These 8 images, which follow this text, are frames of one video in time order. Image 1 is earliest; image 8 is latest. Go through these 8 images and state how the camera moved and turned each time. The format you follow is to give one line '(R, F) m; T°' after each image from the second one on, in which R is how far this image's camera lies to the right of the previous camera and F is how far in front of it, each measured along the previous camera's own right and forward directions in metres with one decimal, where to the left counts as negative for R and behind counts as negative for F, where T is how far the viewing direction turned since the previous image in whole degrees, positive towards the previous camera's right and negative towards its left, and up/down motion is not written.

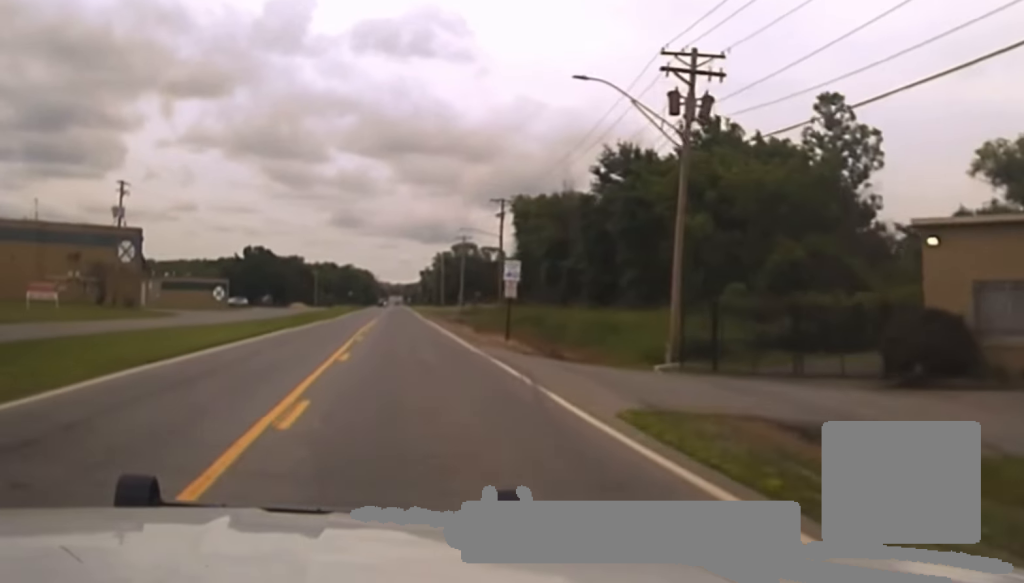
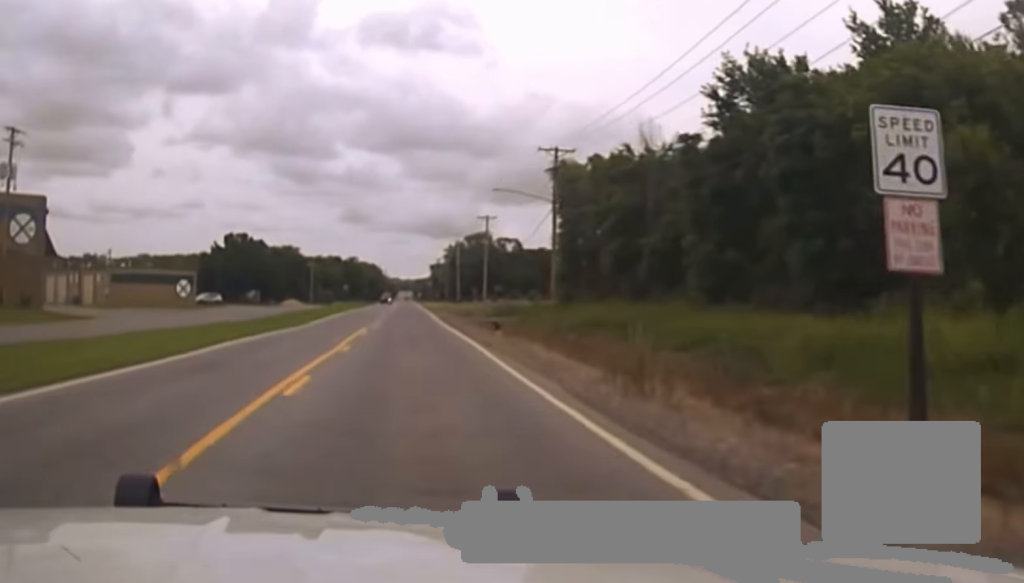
(0.0, +31.1) m; 0°
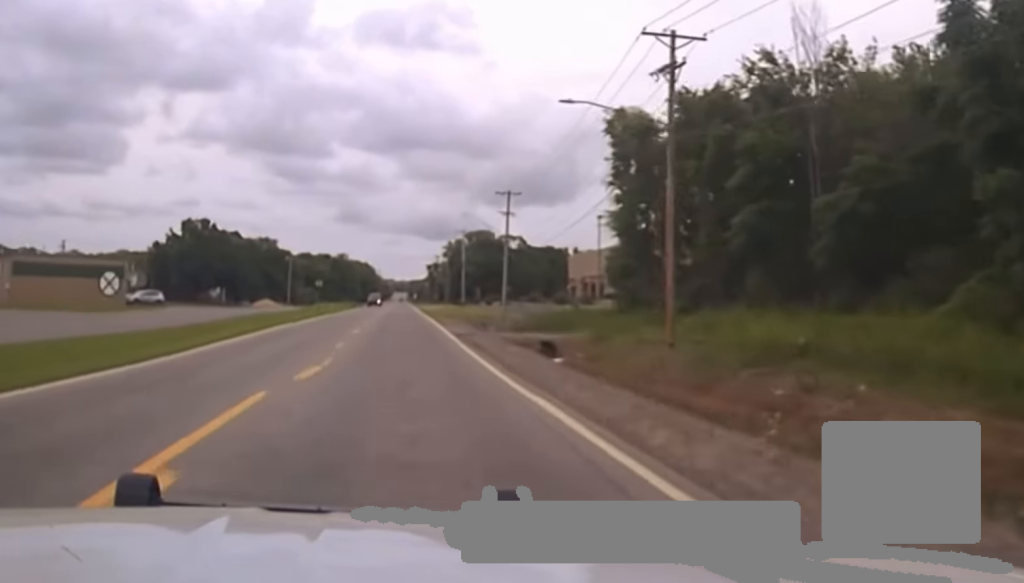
(0.0, +32.5) m; 0°
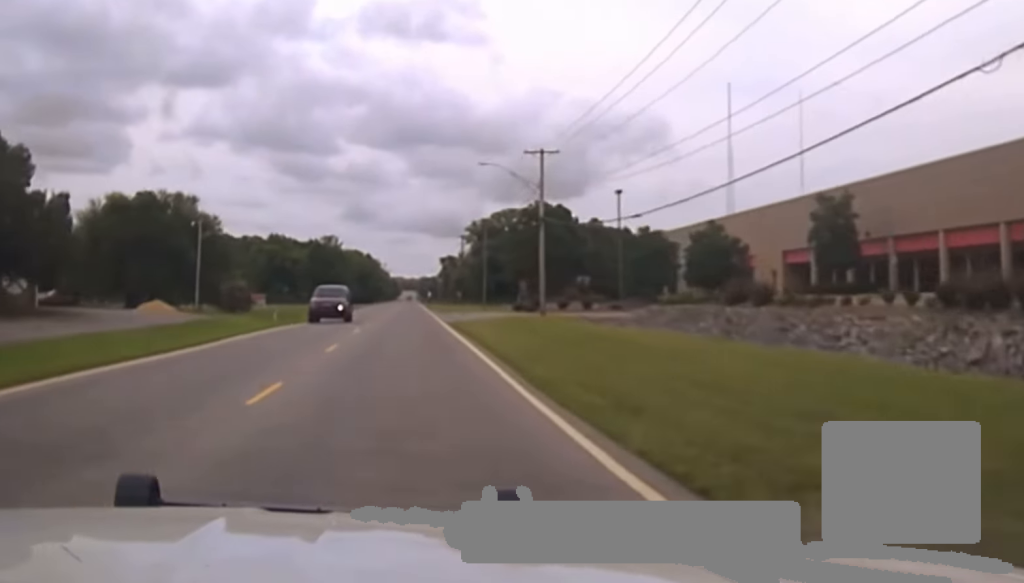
(-0.2, +85.9) m; 0°
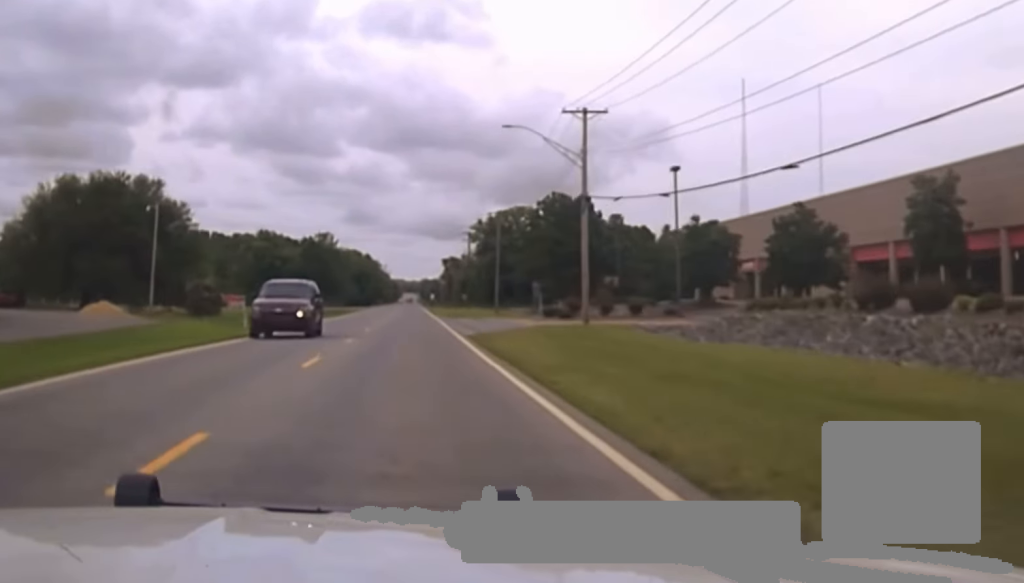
(+0.1, +17.7) m; 0°
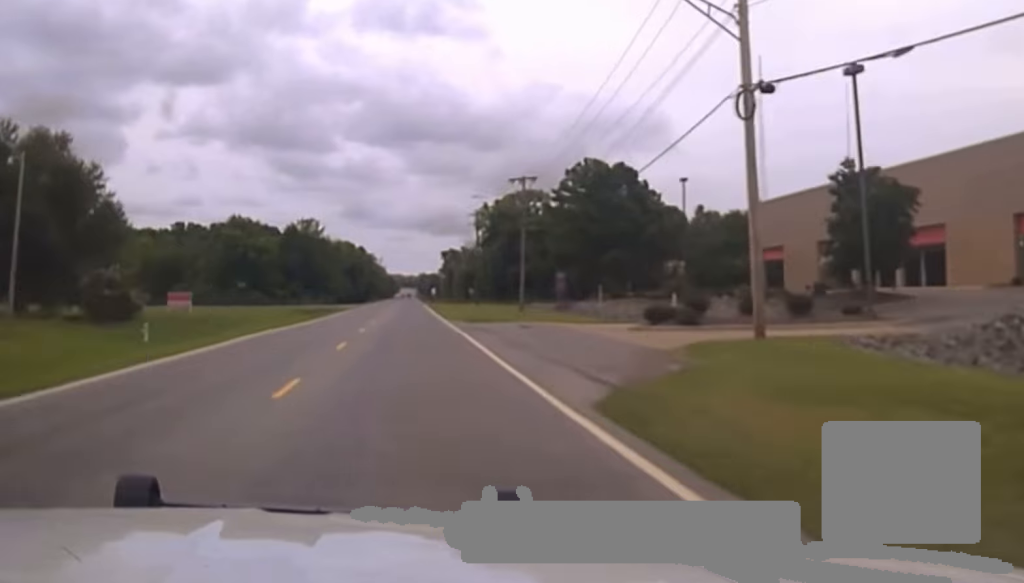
(+0.1, +28.5) m; 0°
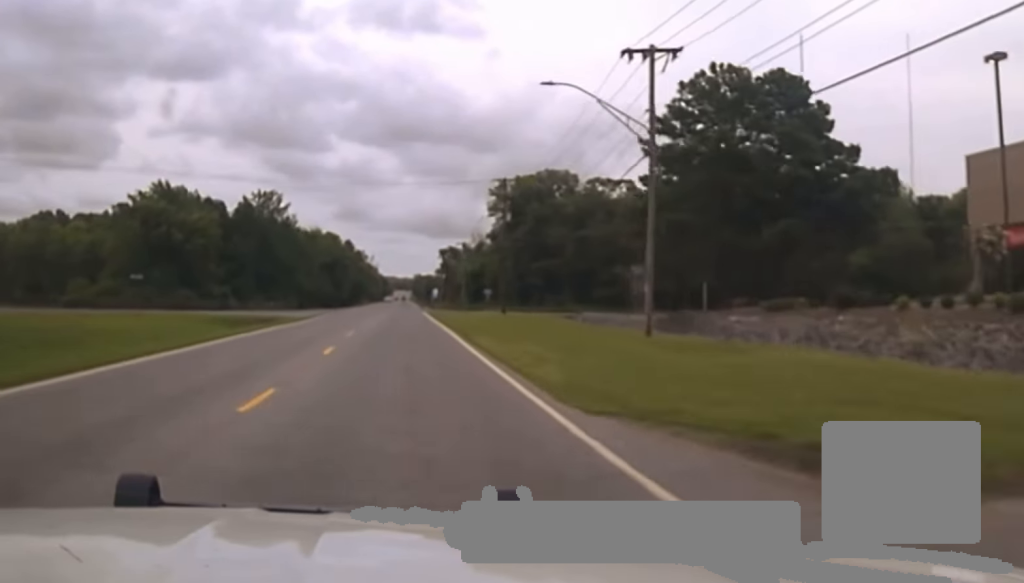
(-0.1, +48.8) m; 0°
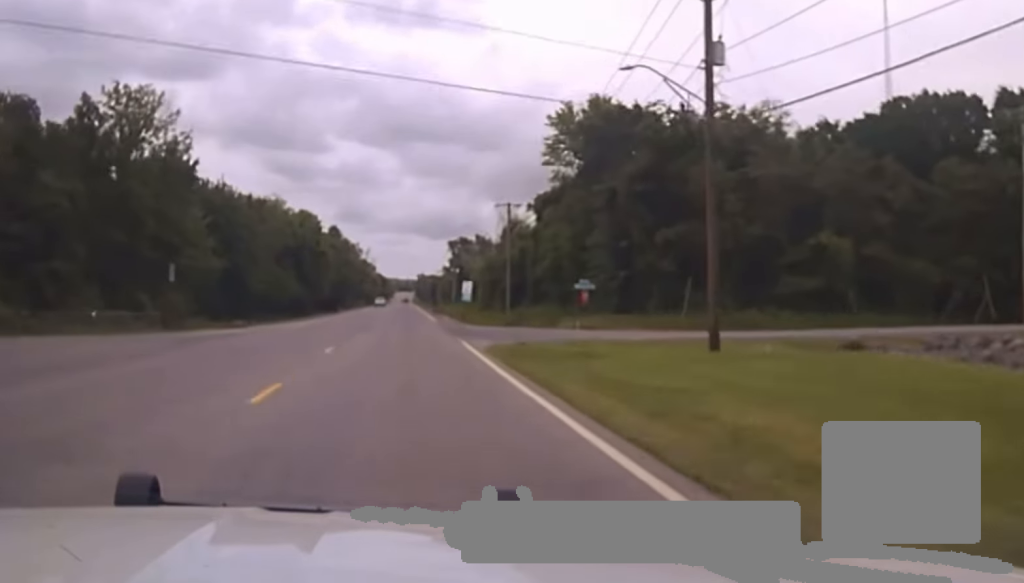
(-0.4, +70.3) m; 0°
